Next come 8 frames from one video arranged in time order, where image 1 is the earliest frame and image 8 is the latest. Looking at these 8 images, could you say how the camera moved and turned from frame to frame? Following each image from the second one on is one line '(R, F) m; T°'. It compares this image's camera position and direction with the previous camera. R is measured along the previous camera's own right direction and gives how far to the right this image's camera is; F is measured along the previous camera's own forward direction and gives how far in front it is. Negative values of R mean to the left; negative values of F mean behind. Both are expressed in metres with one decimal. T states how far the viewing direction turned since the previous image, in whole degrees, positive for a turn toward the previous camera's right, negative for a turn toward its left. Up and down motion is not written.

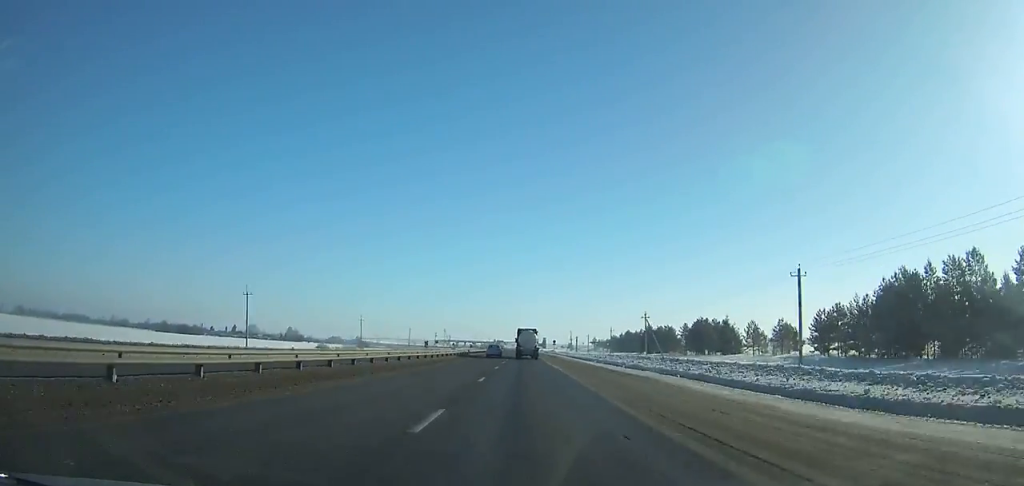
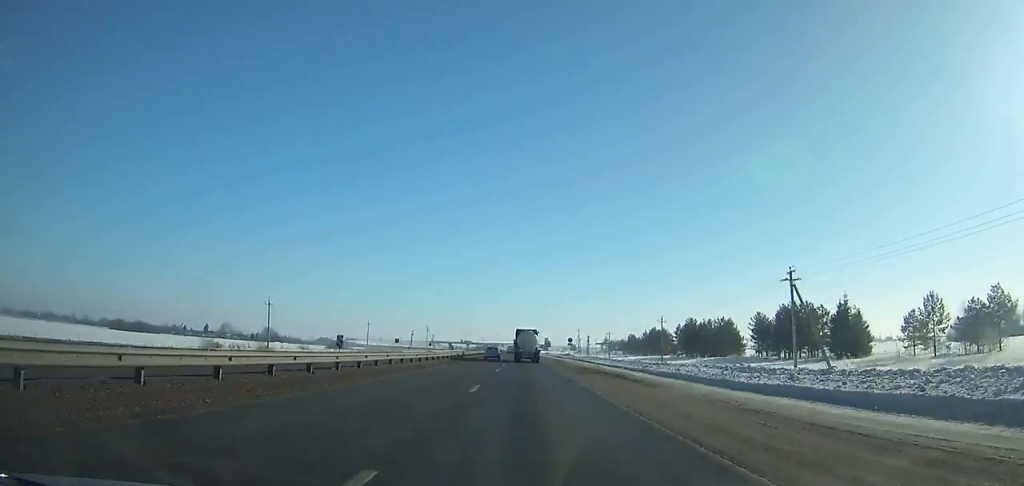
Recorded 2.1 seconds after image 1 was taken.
(-0.1, +55.8) m; 0°
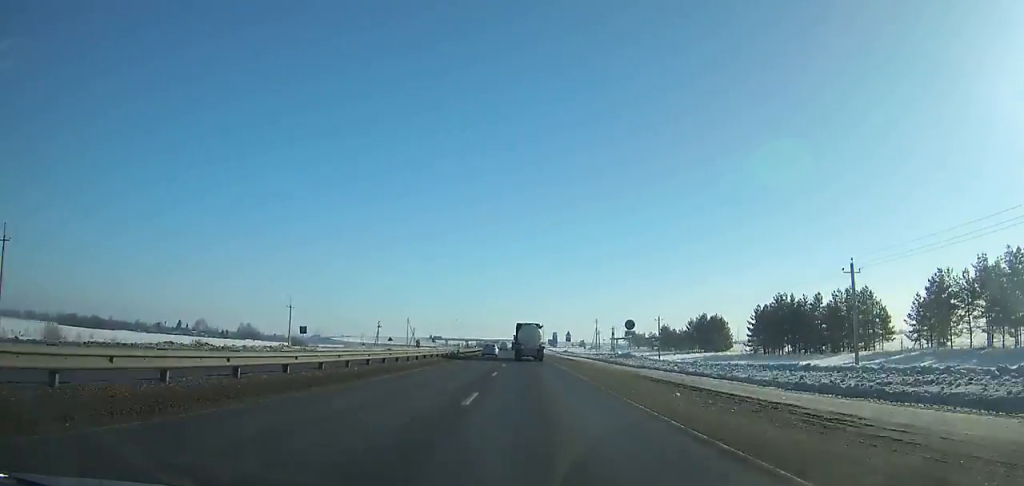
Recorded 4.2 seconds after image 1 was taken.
(0.0, +55.5) m; -1°
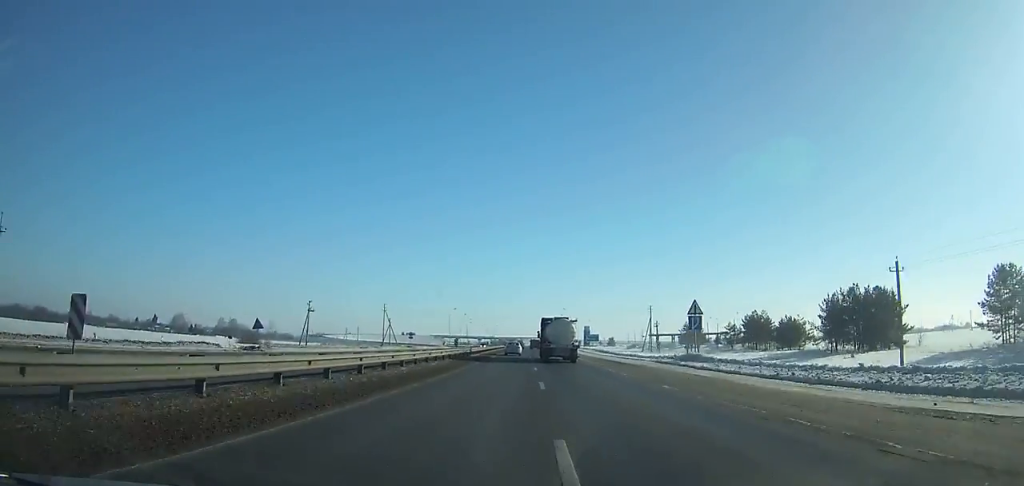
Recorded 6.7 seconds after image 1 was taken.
(-1.0, +65.4) m; -1°
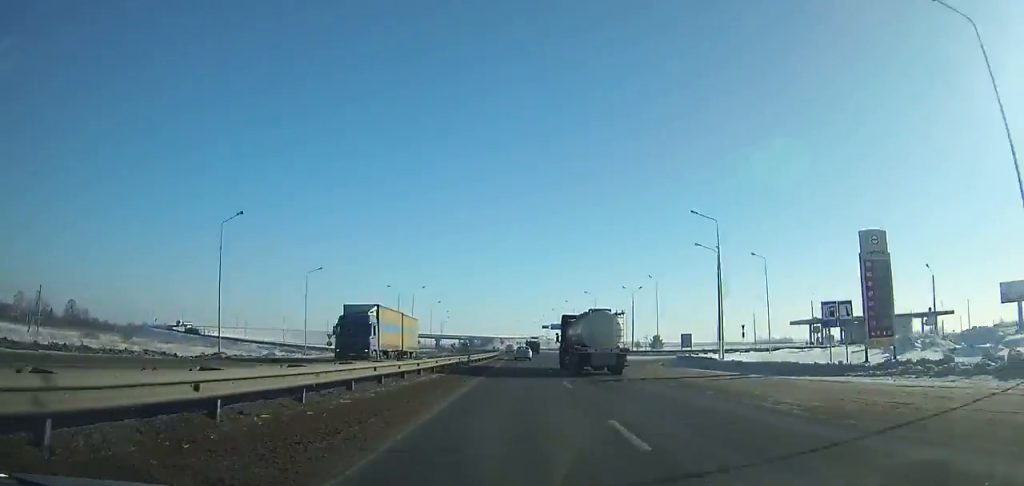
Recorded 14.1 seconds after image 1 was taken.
(+1.4, +189.3) m; +1°
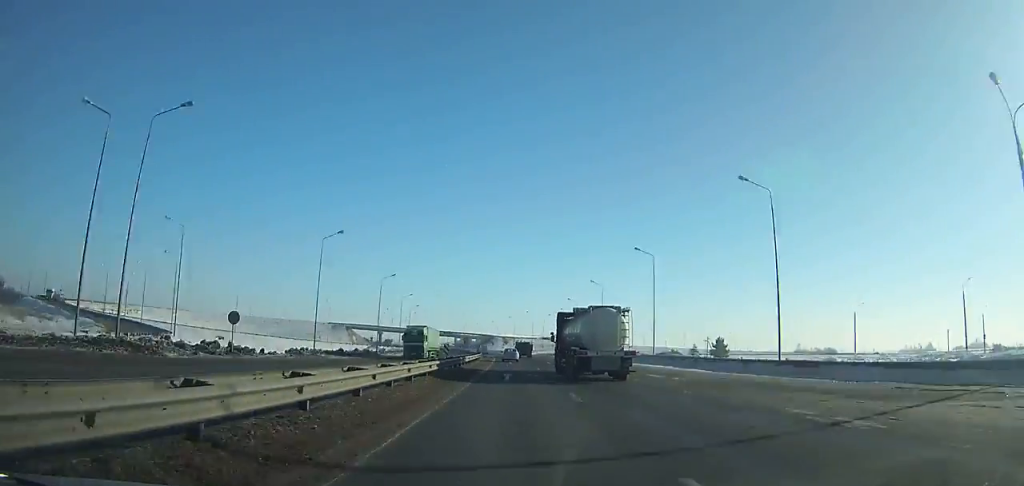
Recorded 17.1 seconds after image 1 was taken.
(-0.2, +76.7) m; -2°
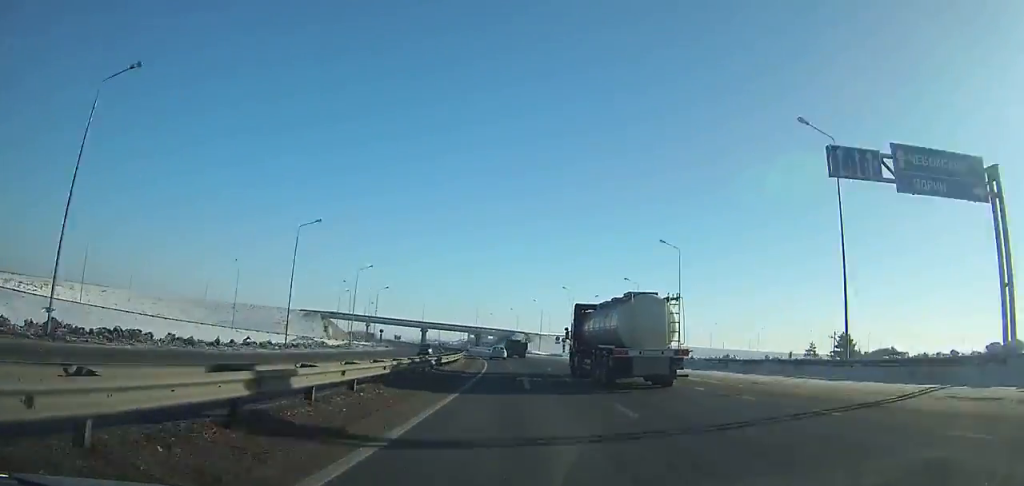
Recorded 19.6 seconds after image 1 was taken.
(-1.0, +64.6) m; -3°
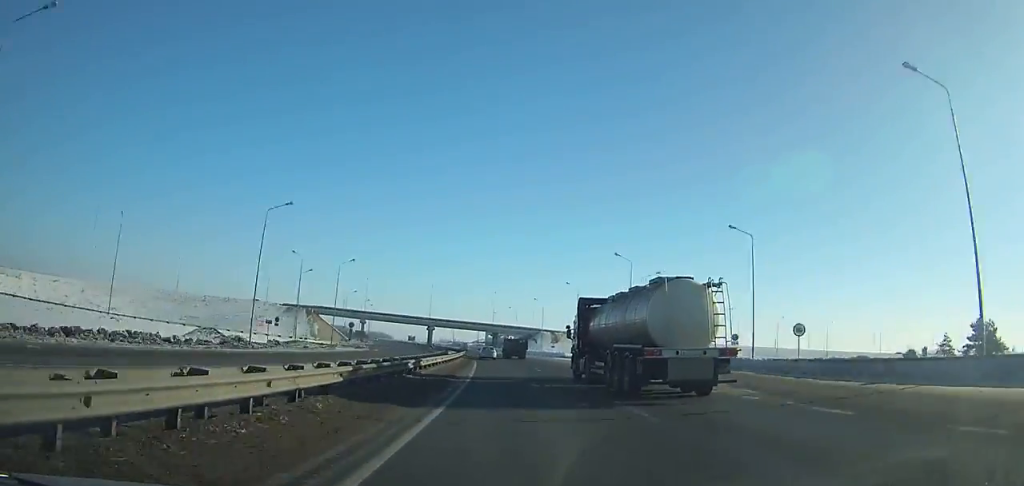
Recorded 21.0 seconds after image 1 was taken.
(-1.0, +36.7) m; -3°
